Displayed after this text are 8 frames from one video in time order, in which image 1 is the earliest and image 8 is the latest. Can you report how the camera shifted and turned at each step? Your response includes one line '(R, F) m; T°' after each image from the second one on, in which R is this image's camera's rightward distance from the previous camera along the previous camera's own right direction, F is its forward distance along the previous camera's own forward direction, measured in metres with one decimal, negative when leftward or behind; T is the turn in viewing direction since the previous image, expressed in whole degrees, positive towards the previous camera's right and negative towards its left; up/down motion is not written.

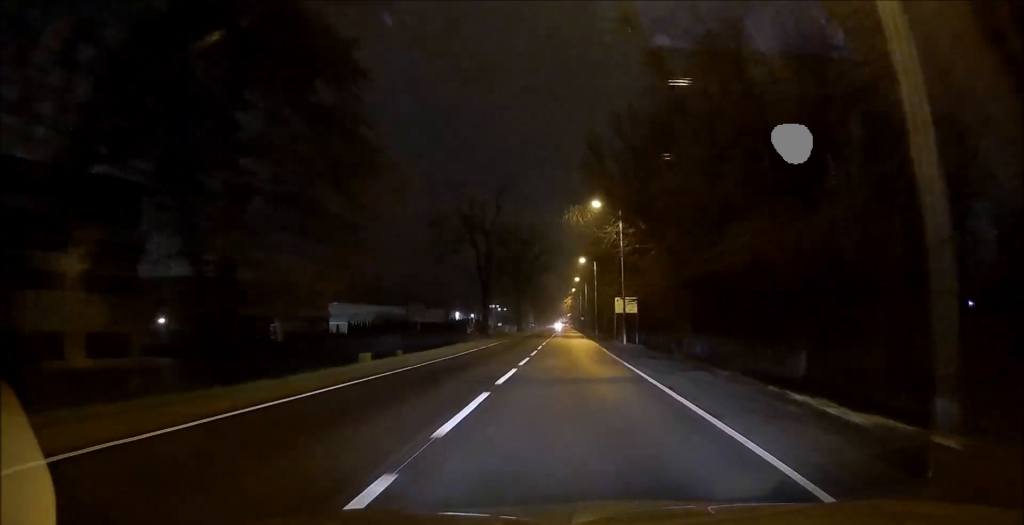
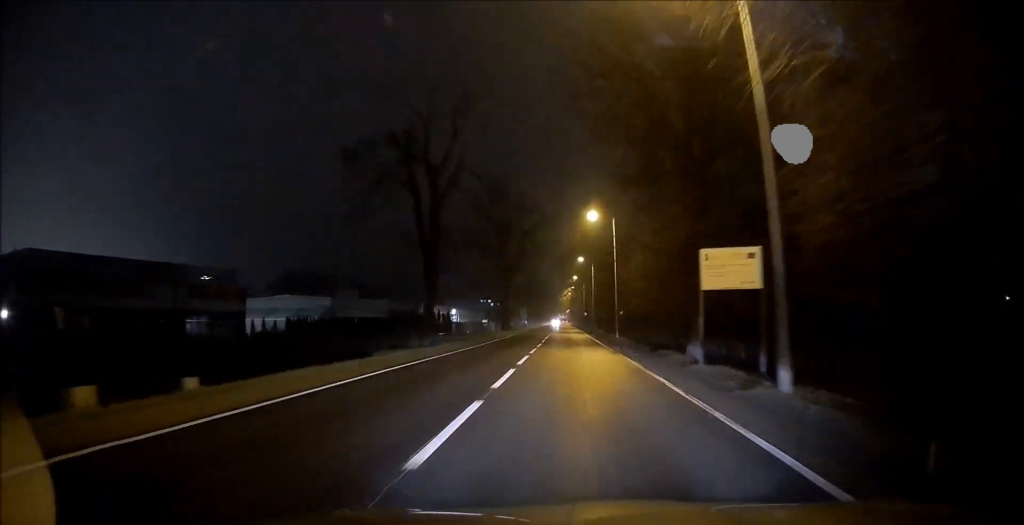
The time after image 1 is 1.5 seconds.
(+0.3, +25.3) m; 0°
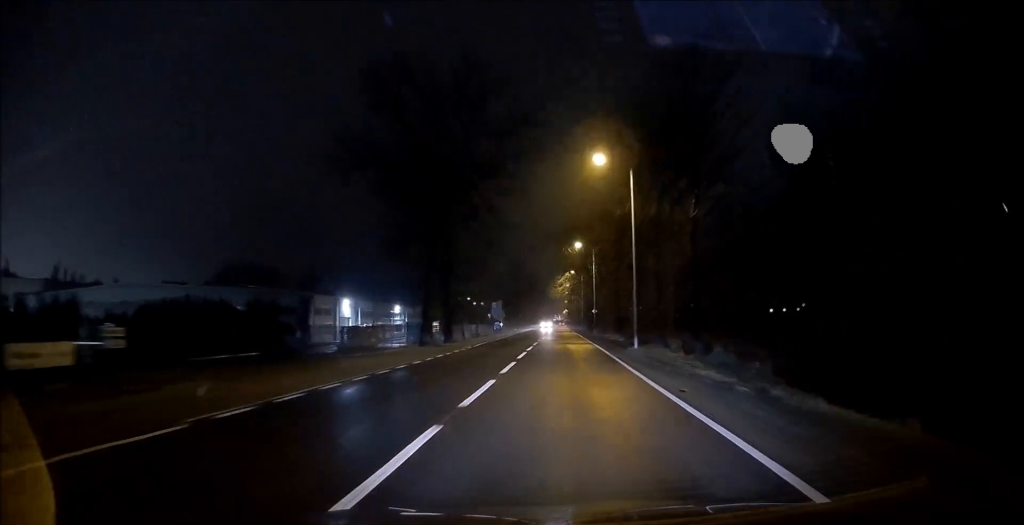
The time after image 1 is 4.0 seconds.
(+0.2, +43.3) m; +1°
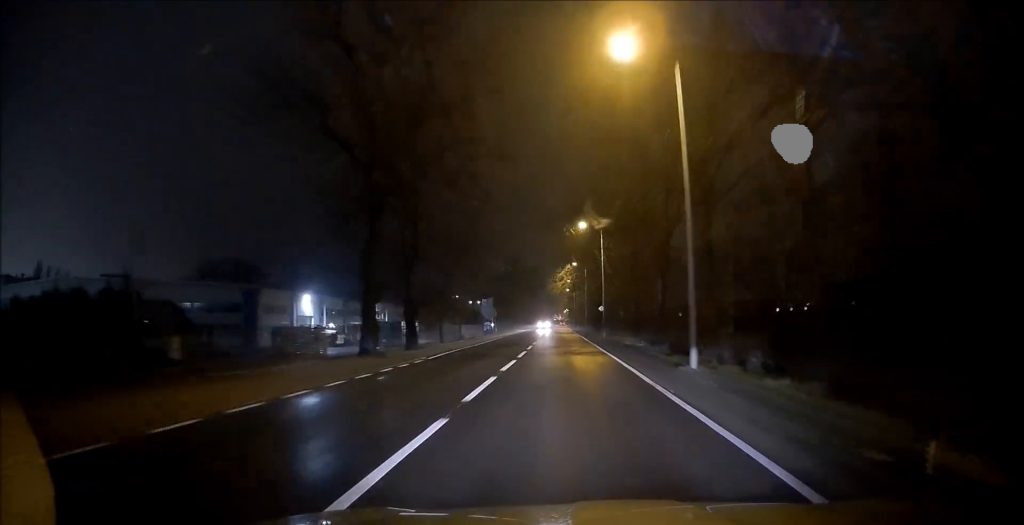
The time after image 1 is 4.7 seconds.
(-0.2, +11.4) m; 0°
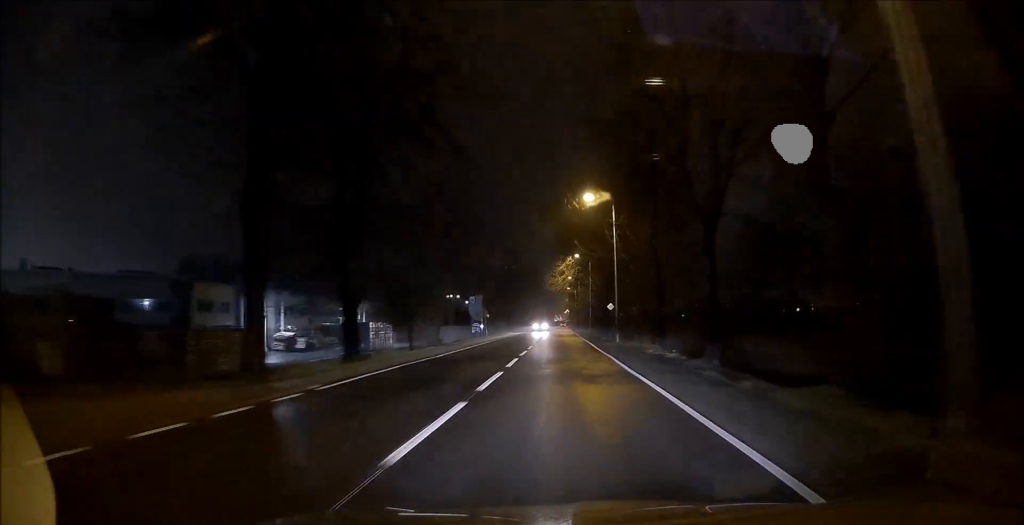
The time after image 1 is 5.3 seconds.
(+0.1, +10.3) m; 0°
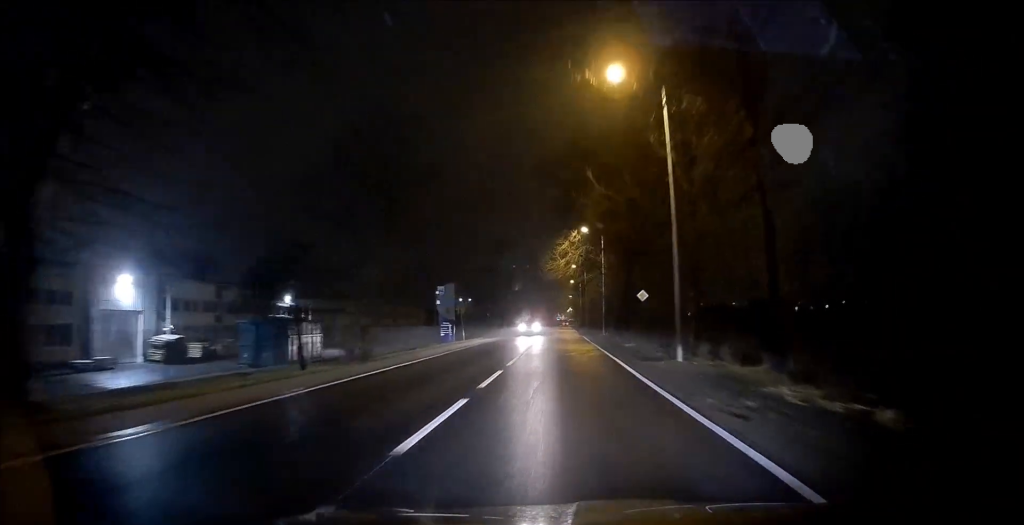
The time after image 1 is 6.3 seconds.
(+0.1, +17.7) m; -1°
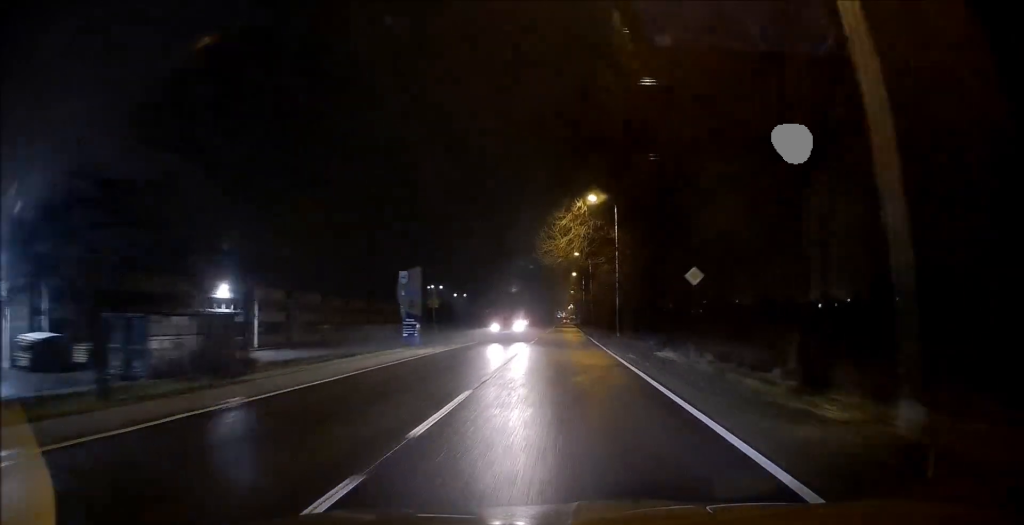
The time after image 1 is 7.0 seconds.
(-0.1, +11.3) m; -1°
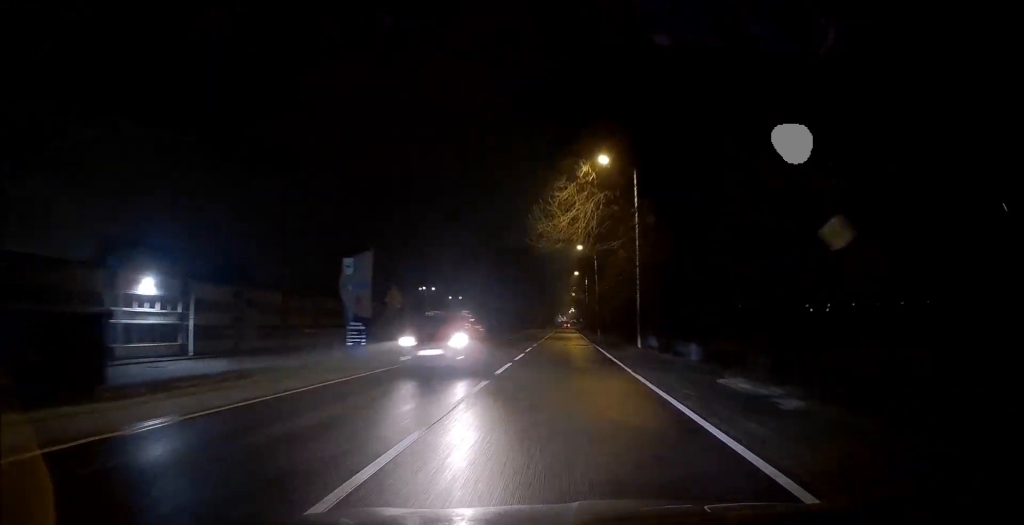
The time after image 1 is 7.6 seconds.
(-0.1, +9.6) m; 0°
